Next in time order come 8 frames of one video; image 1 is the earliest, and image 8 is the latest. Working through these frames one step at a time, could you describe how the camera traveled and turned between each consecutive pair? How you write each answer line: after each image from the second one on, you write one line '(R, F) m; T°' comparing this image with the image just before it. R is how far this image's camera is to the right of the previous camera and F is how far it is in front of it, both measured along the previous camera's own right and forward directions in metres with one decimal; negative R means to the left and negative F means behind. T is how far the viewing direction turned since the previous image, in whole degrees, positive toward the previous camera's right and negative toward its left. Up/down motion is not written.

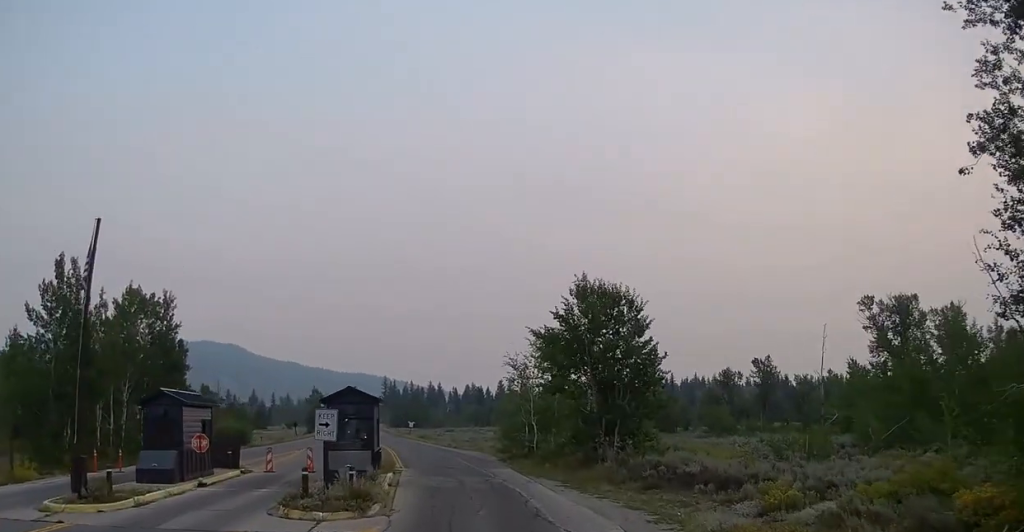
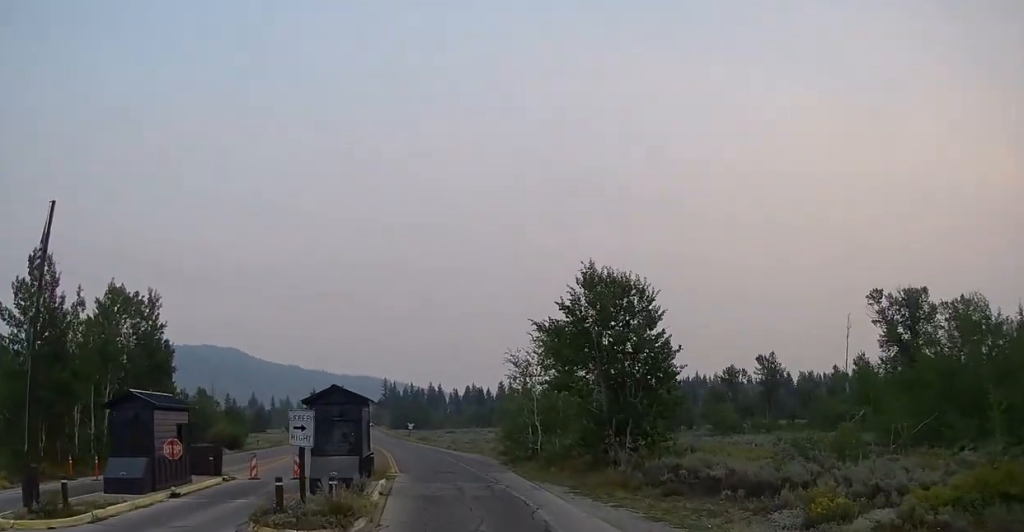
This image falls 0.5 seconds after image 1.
(0.0, +2.4) m; -1°
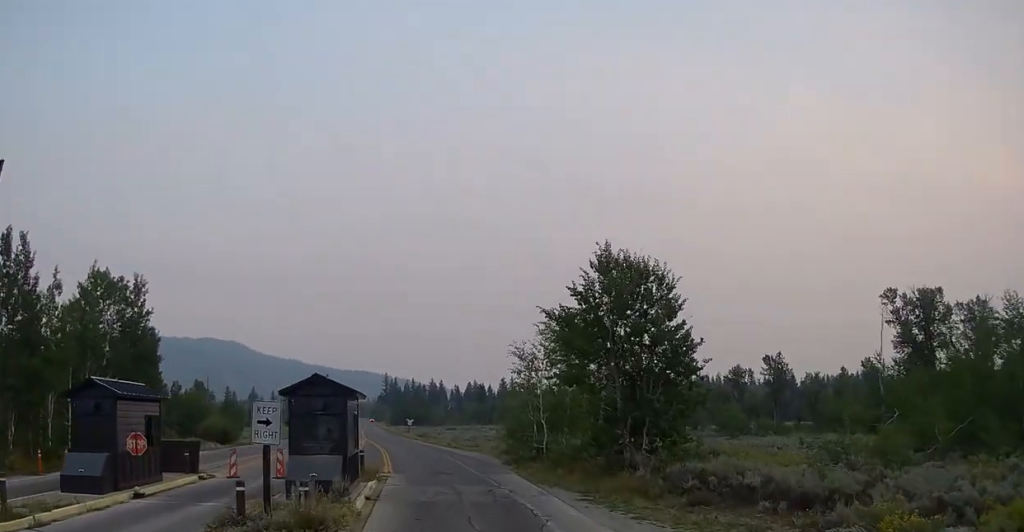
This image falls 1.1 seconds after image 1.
(0.0, +2.5) m; -1°
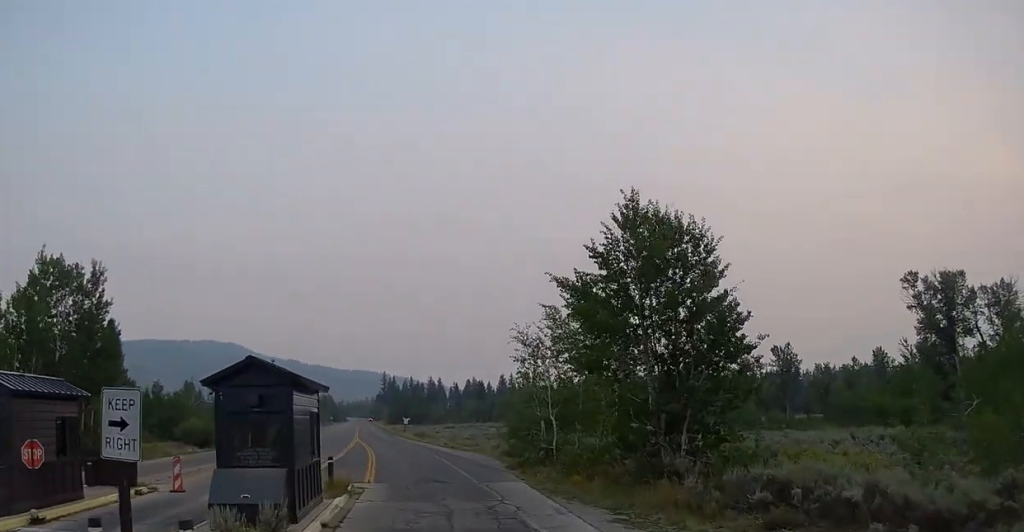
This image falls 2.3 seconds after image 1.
(-0.1, +4.8) m; 0°
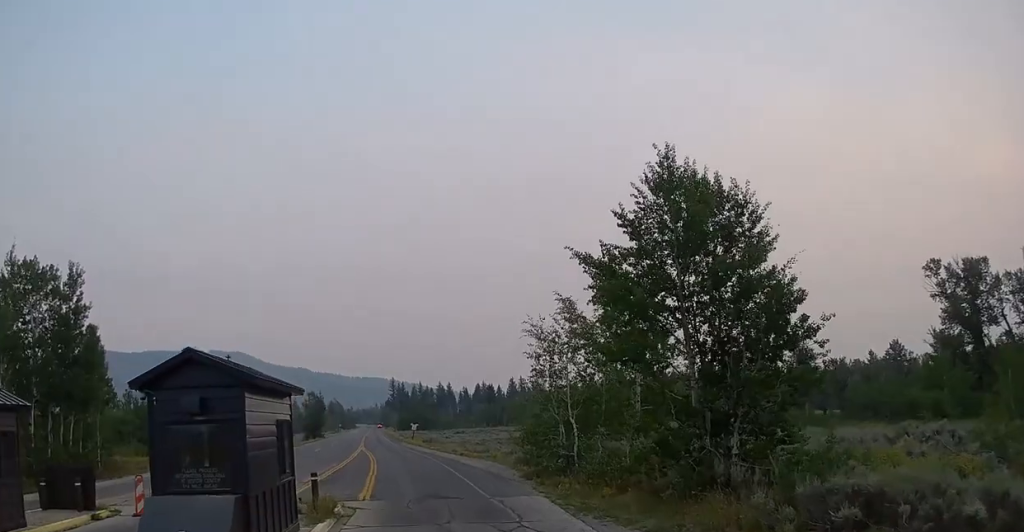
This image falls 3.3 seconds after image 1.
(-0.1, +3.1) m; +3°
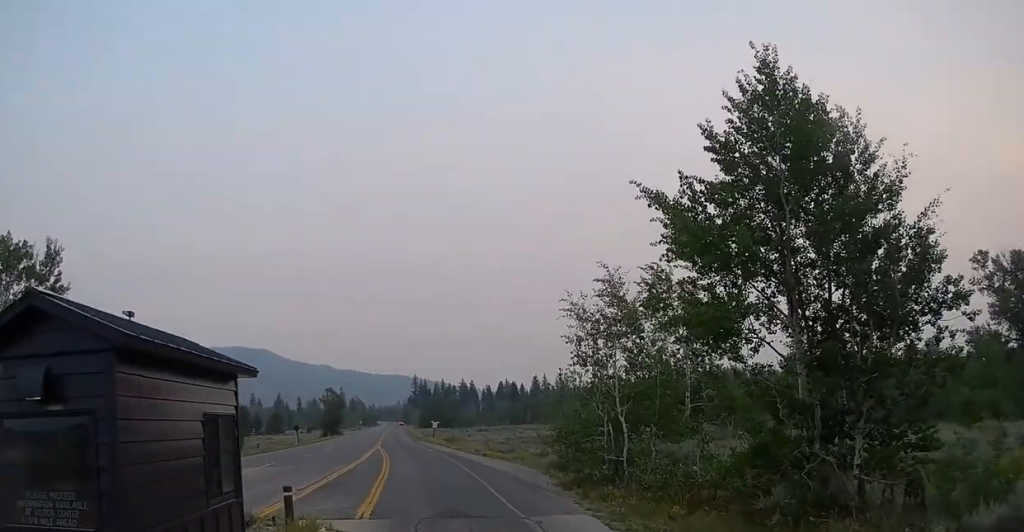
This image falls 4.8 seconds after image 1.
(+0.2, +4.3) m; -7°
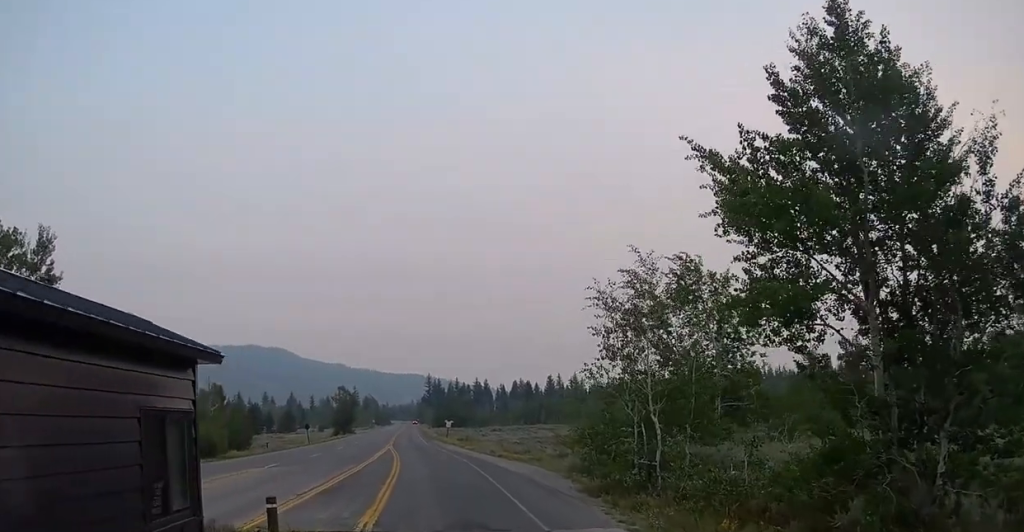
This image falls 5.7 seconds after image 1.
(-0.6, +2.2) m; -2°
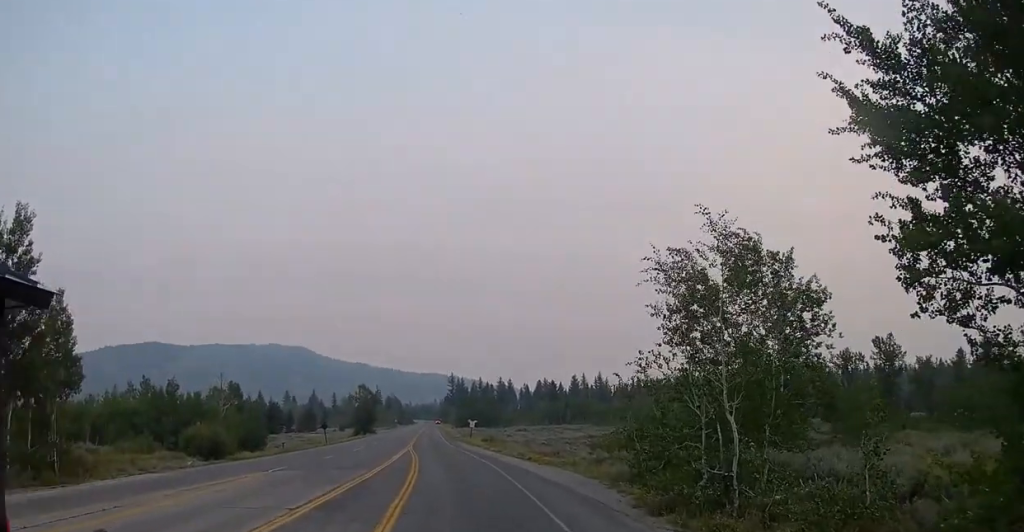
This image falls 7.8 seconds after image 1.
(+0.3, +3.7) m; -1°
